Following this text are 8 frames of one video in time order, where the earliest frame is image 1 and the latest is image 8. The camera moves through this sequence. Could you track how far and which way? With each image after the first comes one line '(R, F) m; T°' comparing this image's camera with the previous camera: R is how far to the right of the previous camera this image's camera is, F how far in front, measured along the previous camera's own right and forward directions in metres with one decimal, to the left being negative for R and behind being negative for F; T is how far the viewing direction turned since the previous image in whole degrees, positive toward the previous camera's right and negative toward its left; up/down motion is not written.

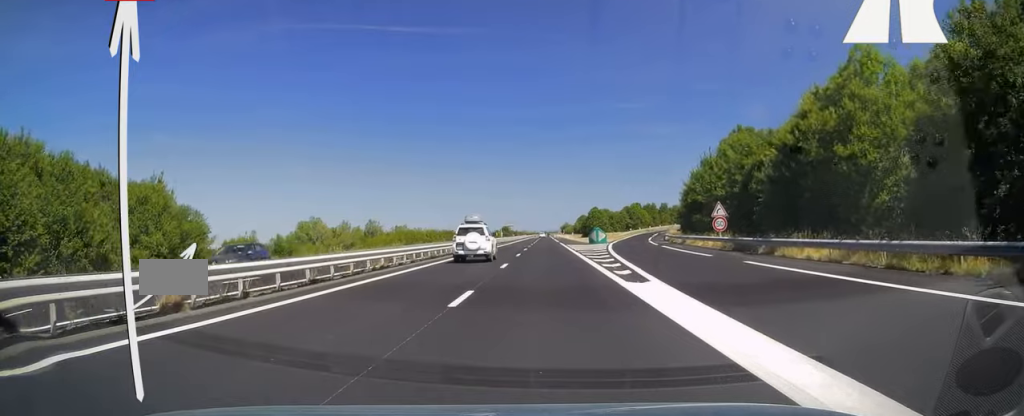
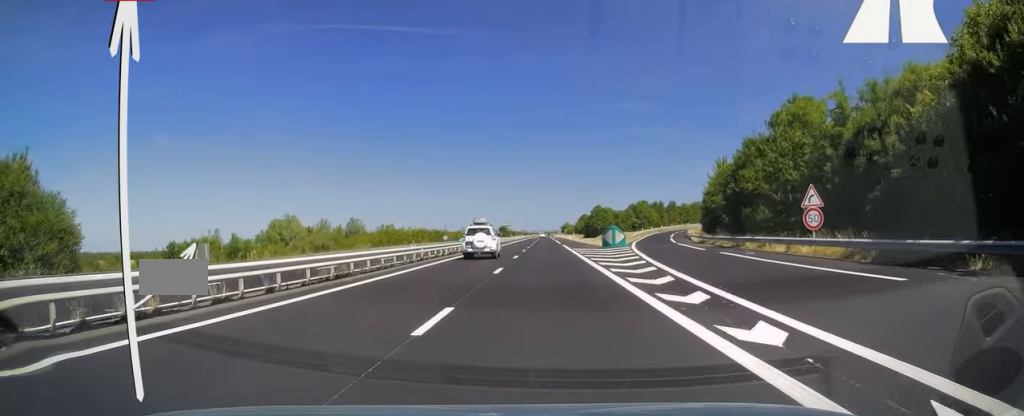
(+0.2, +16.0) m; 0°
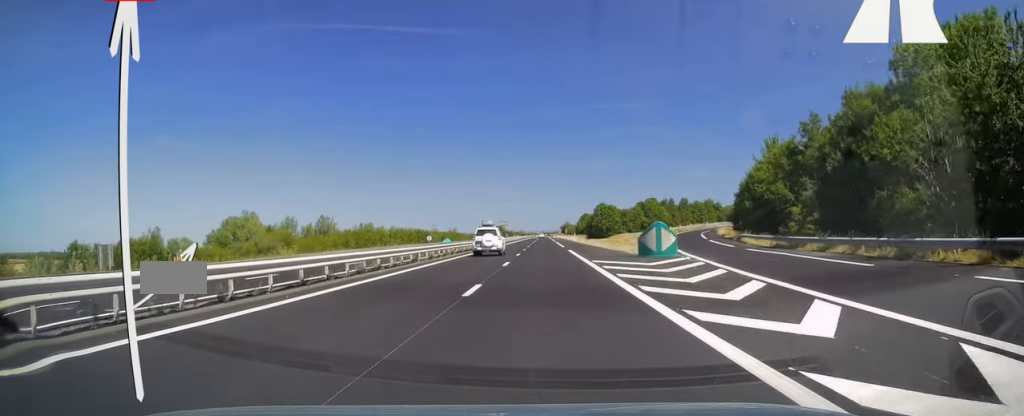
(-0.1, +20.5) m; 0°
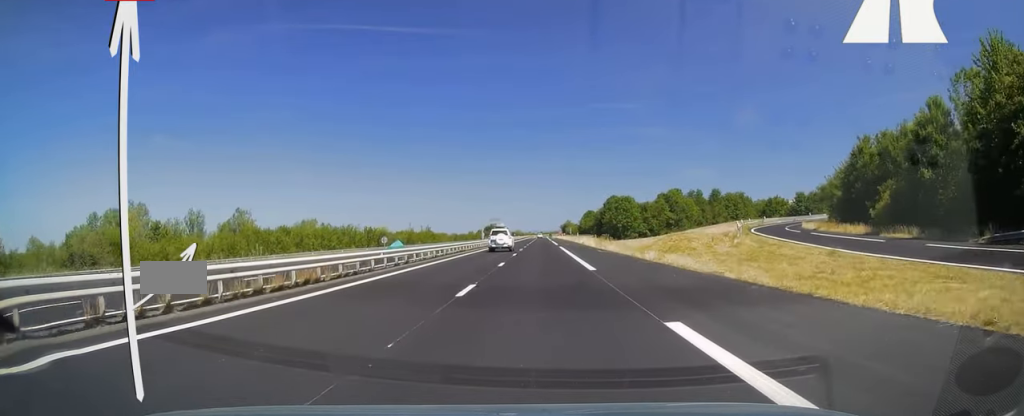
(+0.2, +38.2) m; 0°
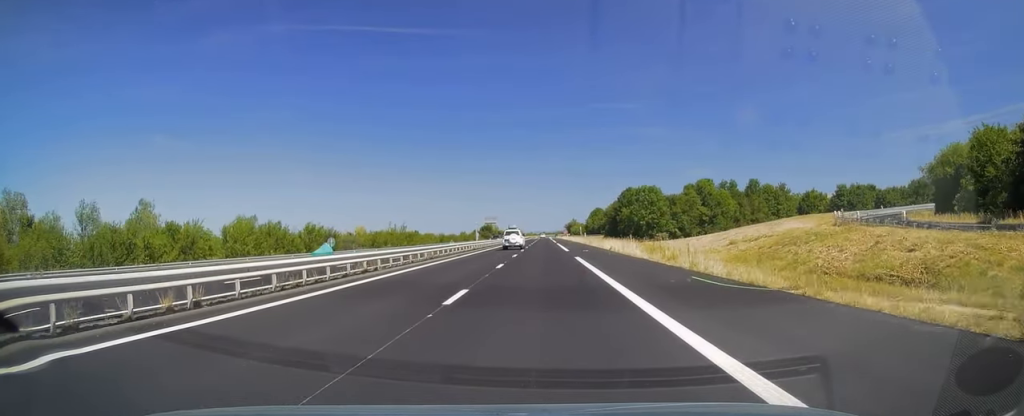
(-0.2, +27.2) m; -1°
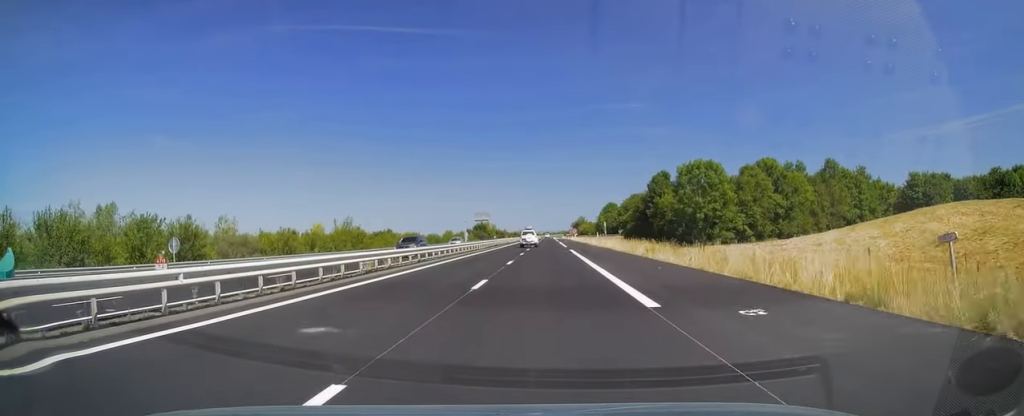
(-0.2, +35.0) m; 0°
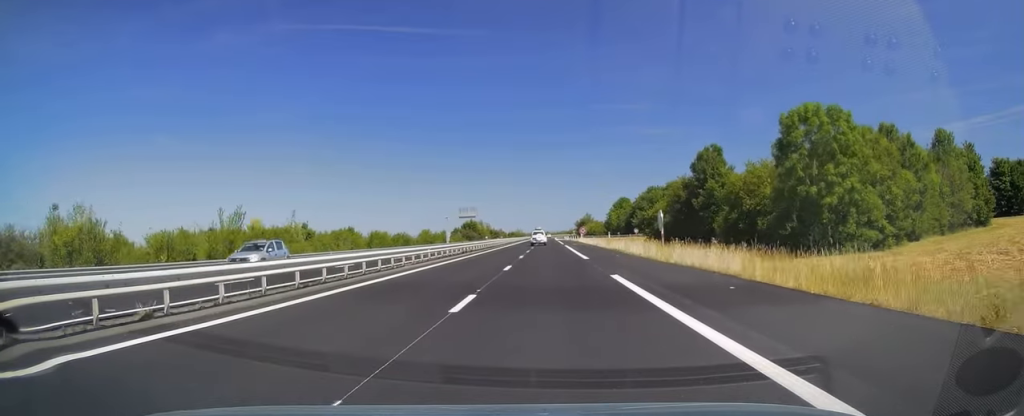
(+0.4, +30.1) m; 0°
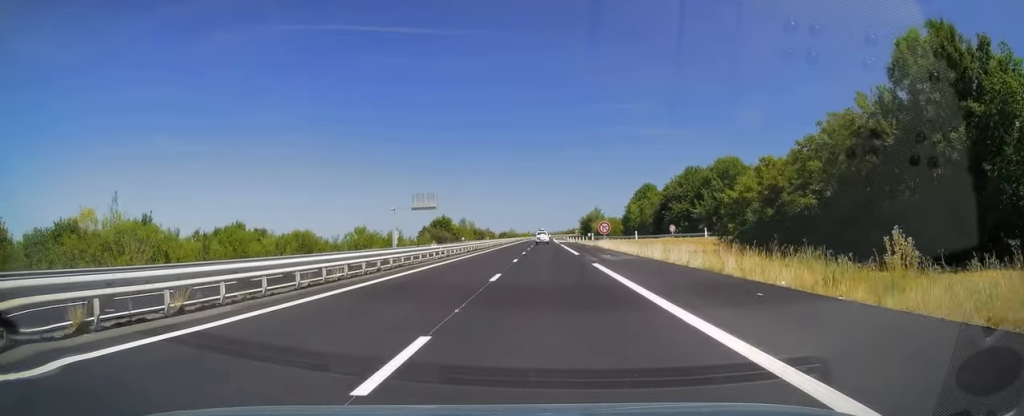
(-0.6, +43.9) m; -1°
